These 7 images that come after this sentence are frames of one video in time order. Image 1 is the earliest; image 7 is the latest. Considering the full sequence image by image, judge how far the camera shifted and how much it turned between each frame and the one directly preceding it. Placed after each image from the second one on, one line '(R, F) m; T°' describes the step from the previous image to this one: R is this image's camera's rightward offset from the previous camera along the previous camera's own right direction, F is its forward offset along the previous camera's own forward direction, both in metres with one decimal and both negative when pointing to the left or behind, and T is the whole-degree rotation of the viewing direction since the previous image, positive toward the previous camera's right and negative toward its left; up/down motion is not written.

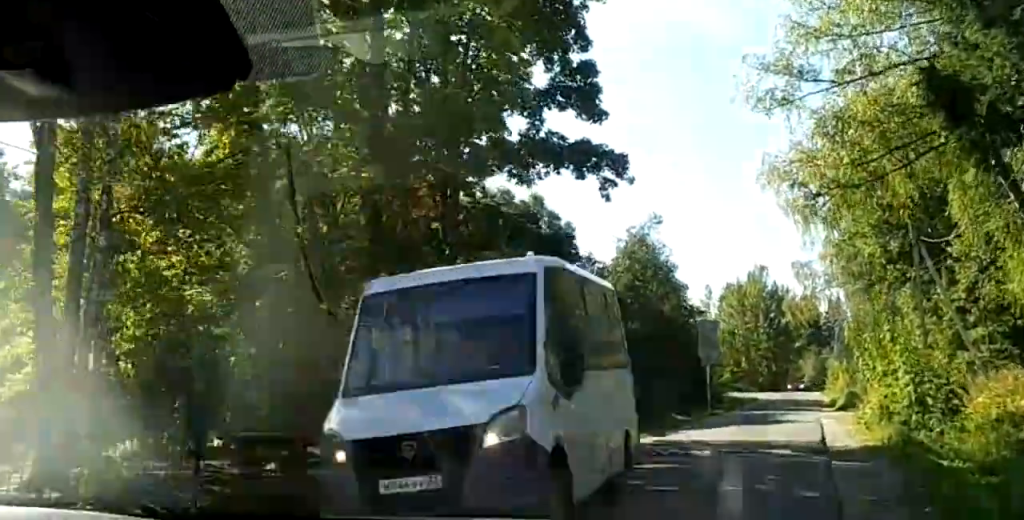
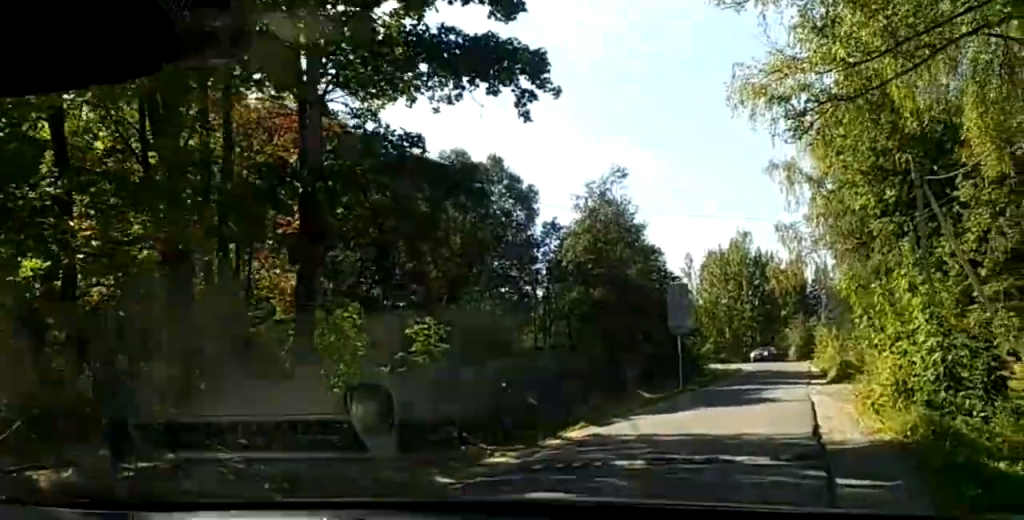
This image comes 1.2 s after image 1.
(-0.3, +11.1) m; -2°
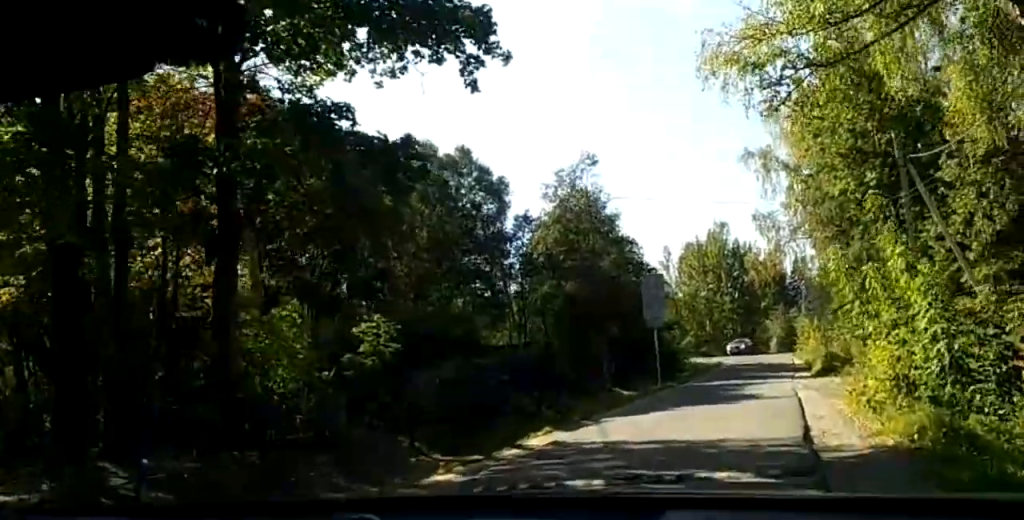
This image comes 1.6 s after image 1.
(0.0, +3.5) m; 0°
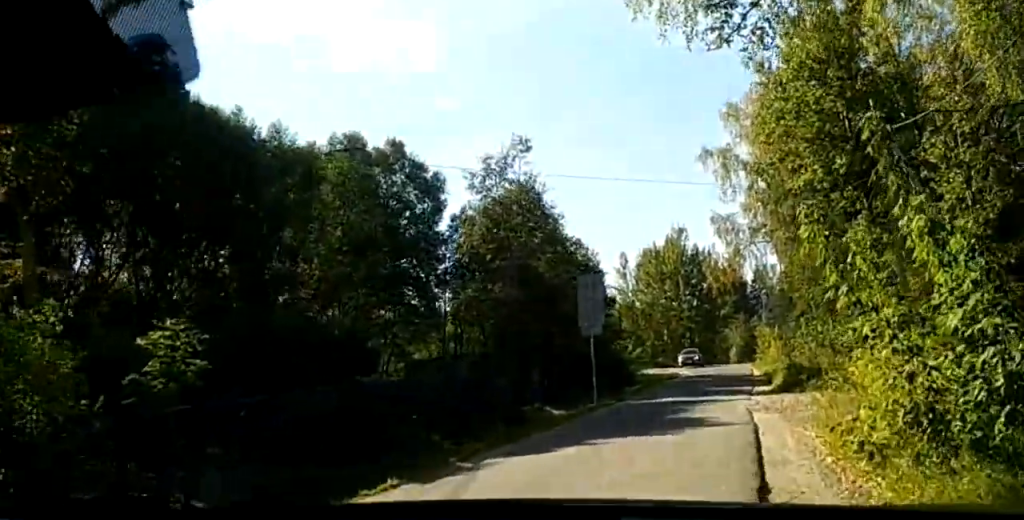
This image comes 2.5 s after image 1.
(0.0, +8.1) m; 0°
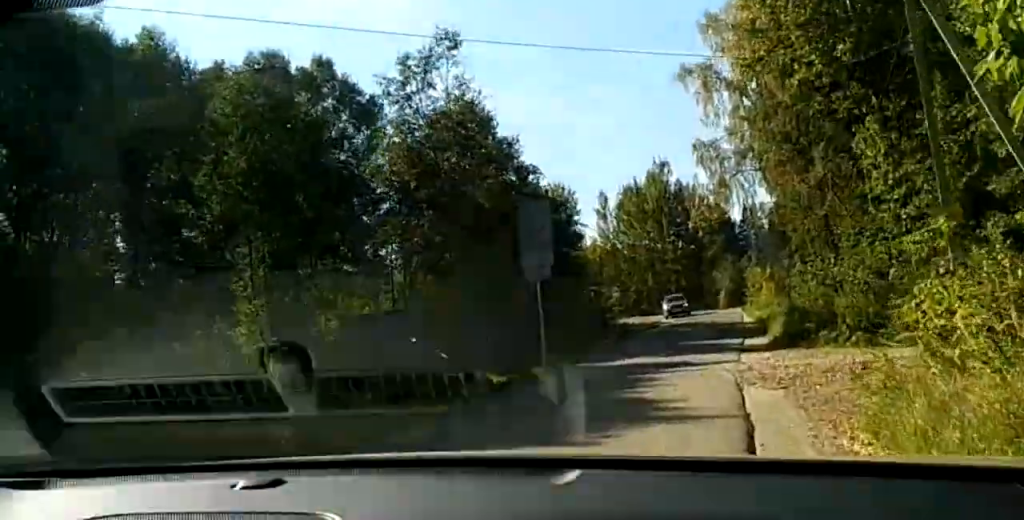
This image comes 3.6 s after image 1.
(0.0, +8.3) m; 0°
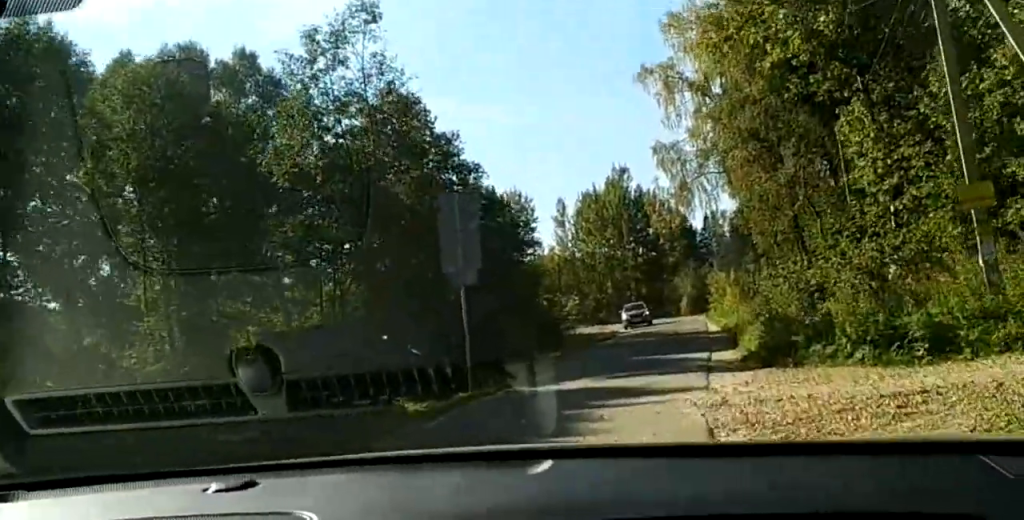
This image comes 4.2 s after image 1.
(0.0, +4.7) m; 0°
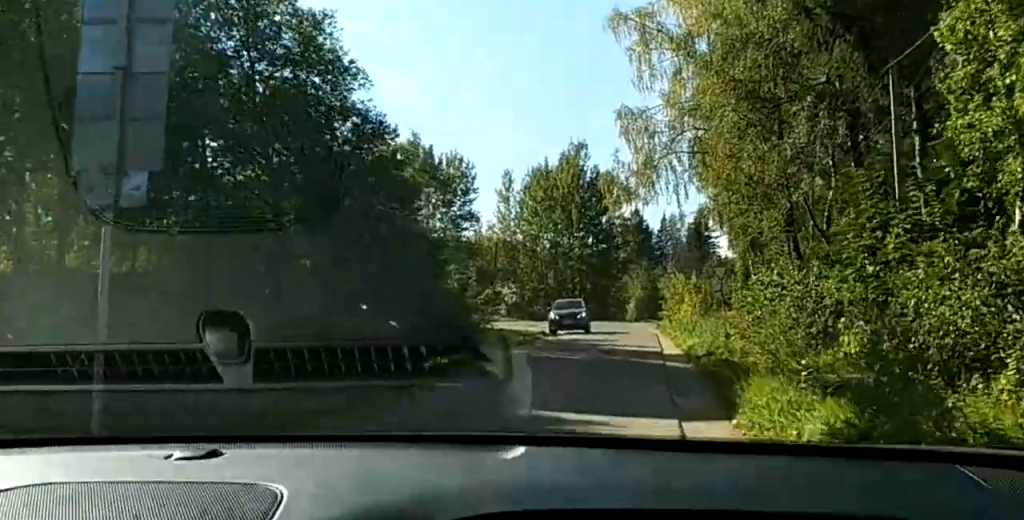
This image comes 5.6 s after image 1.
(0.0, +11.5) m; +1°
